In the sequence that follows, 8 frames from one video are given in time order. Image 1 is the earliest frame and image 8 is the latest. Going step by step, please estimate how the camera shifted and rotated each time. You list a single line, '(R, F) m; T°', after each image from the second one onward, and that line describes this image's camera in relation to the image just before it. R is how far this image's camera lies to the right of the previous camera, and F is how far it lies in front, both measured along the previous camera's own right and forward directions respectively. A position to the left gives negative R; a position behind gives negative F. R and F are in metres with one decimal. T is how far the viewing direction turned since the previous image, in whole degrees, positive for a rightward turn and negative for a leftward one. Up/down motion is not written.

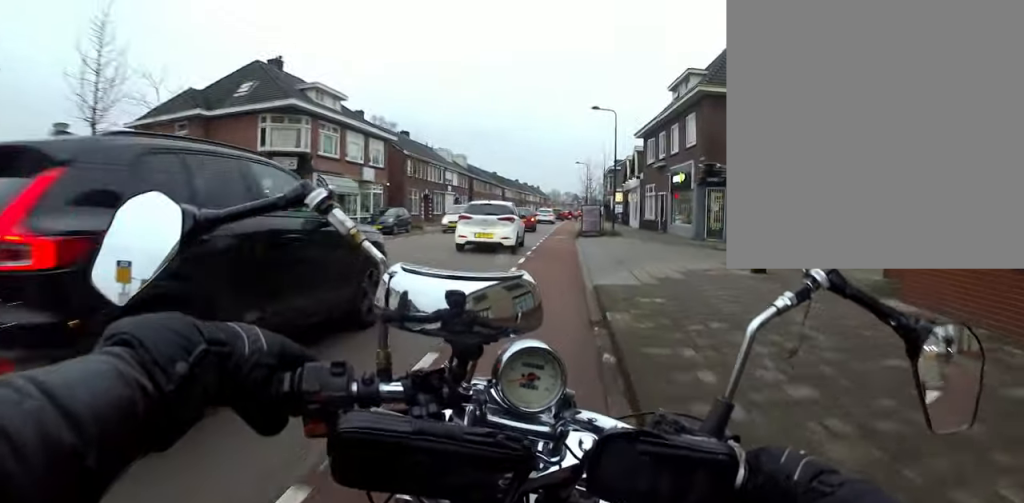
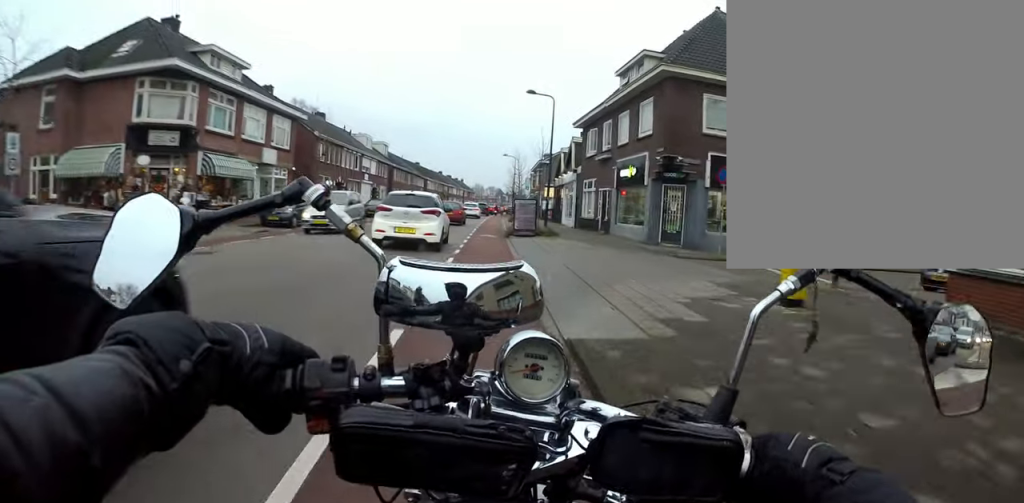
(+0.1, +3.5) m; +1°
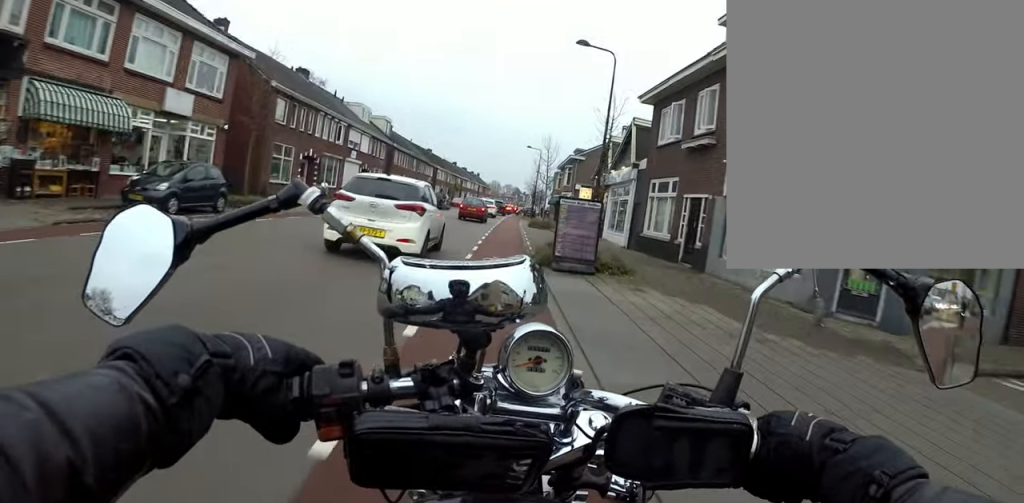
(0.0, +9.5) m; 0°
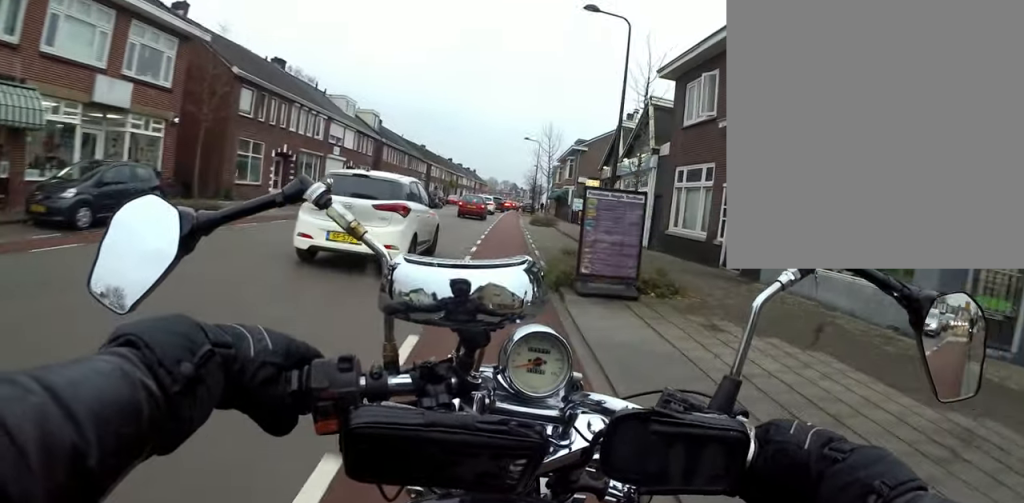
(0.0, +3.1) m; 0°
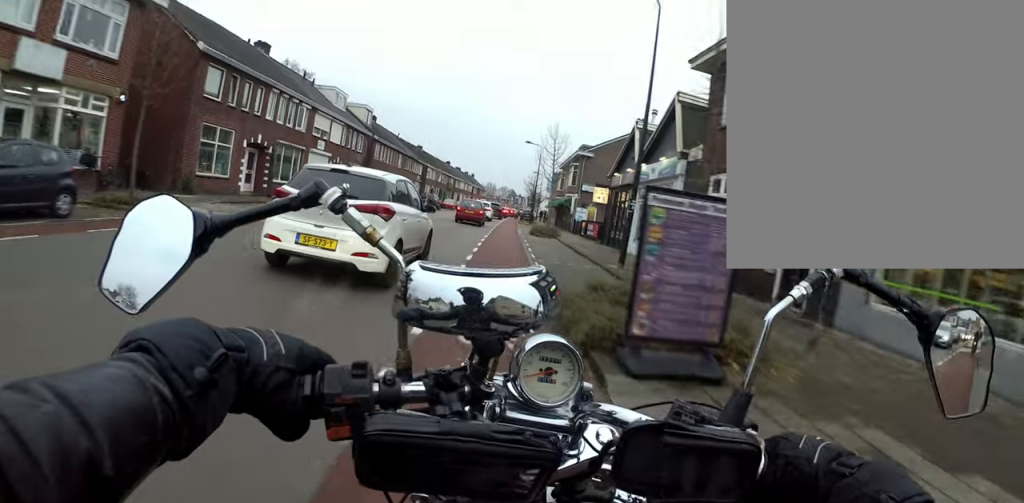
(0.0, +2.9) m; 0°
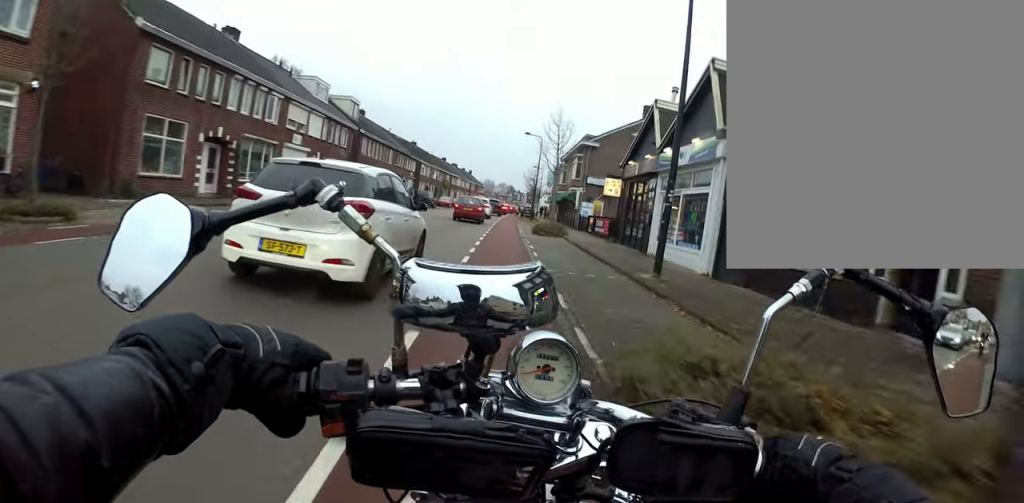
(0.0, +3.1) m; 0°
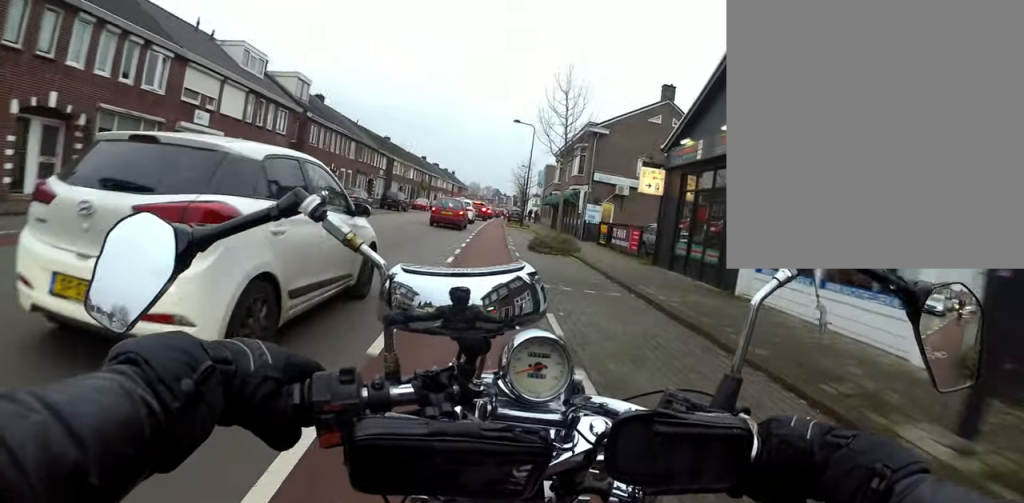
(0.0, +7.5) m; 0°
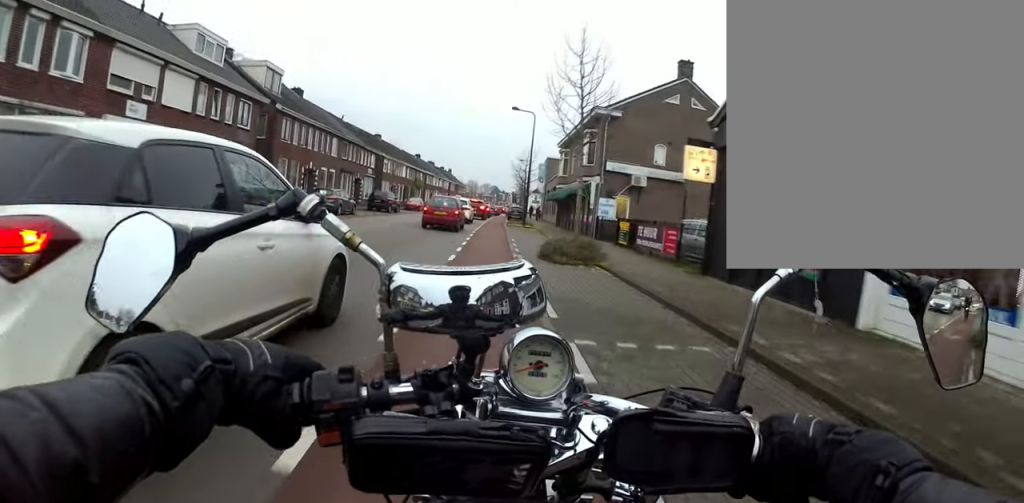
(0.0, +3.6) m; 0°
